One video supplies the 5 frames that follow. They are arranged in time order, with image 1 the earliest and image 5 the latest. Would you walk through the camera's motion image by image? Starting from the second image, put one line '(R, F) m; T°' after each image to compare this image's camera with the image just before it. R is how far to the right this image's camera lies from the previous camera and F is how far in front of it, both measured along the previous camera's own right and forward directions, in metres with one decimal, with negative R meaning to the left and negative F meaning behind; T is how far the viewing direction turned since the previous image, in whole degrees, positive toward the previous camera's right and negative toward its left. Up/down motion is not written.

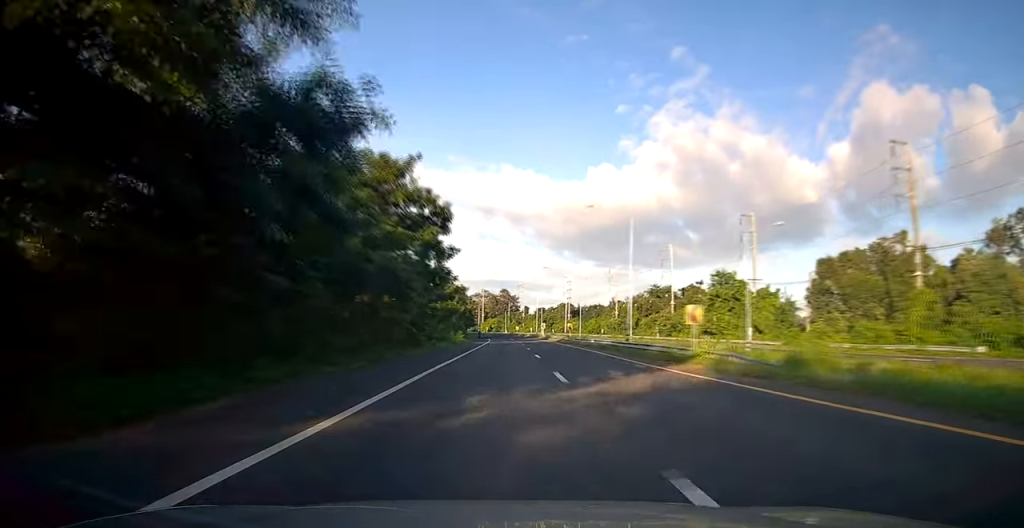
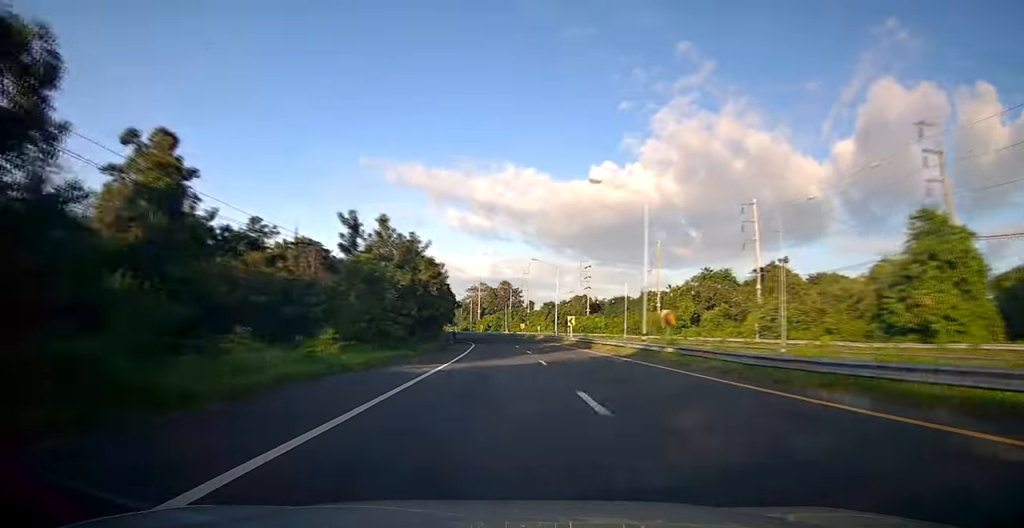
(-0.1, +41.5) m; 0°
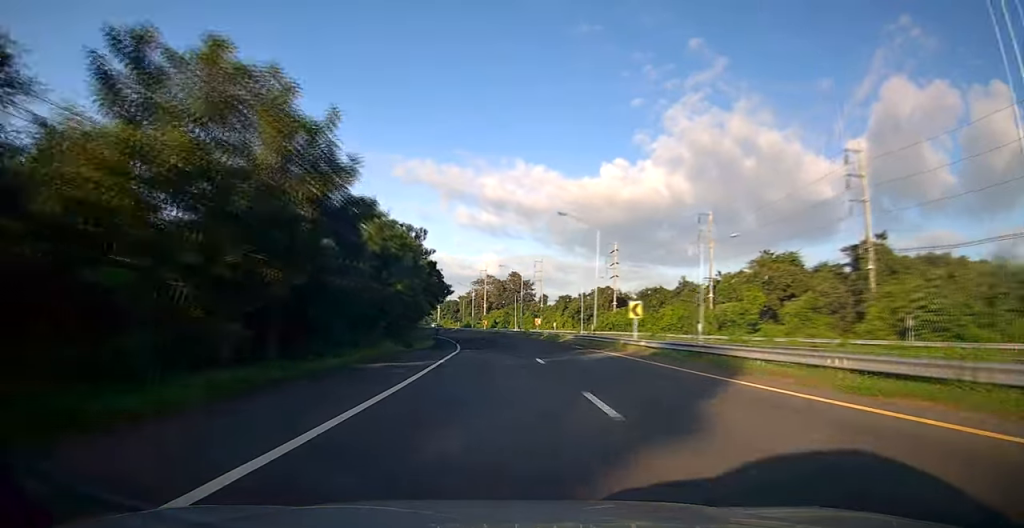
(-0.1, +24.7) m; -1°
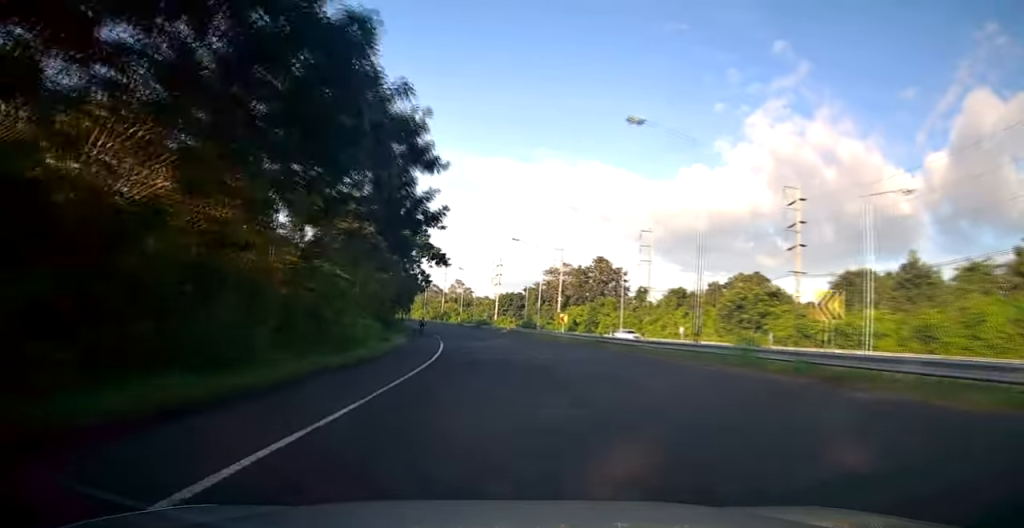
(-1.8, +54.1) m; -5°
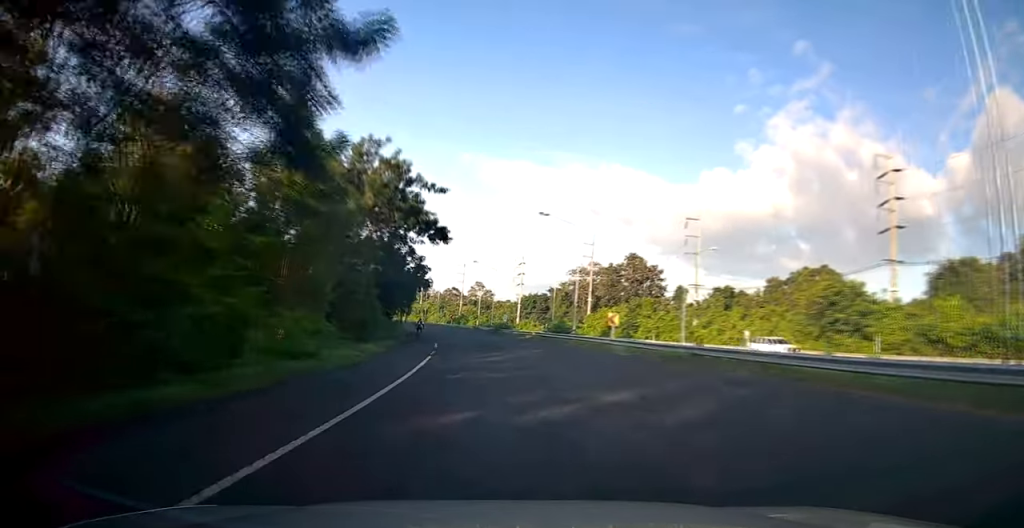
(-0.3, +14.3) m; -2°
